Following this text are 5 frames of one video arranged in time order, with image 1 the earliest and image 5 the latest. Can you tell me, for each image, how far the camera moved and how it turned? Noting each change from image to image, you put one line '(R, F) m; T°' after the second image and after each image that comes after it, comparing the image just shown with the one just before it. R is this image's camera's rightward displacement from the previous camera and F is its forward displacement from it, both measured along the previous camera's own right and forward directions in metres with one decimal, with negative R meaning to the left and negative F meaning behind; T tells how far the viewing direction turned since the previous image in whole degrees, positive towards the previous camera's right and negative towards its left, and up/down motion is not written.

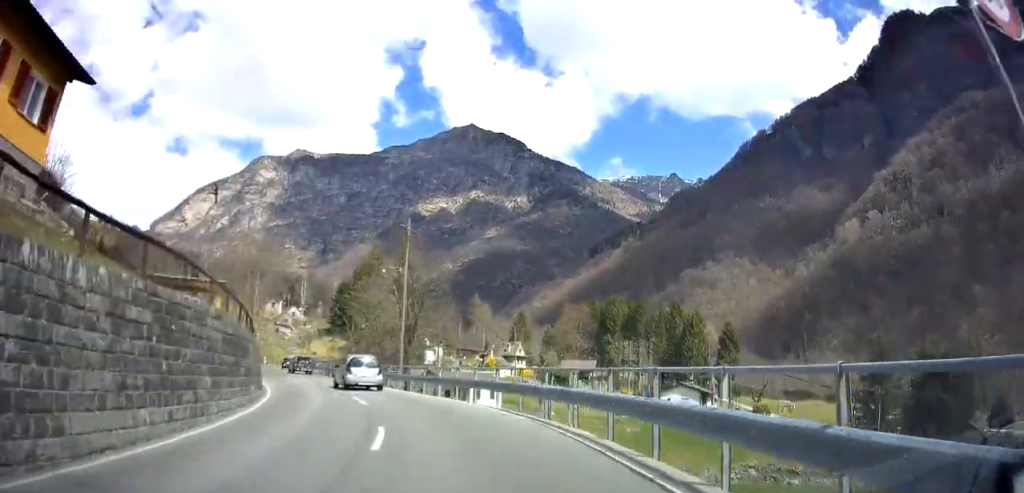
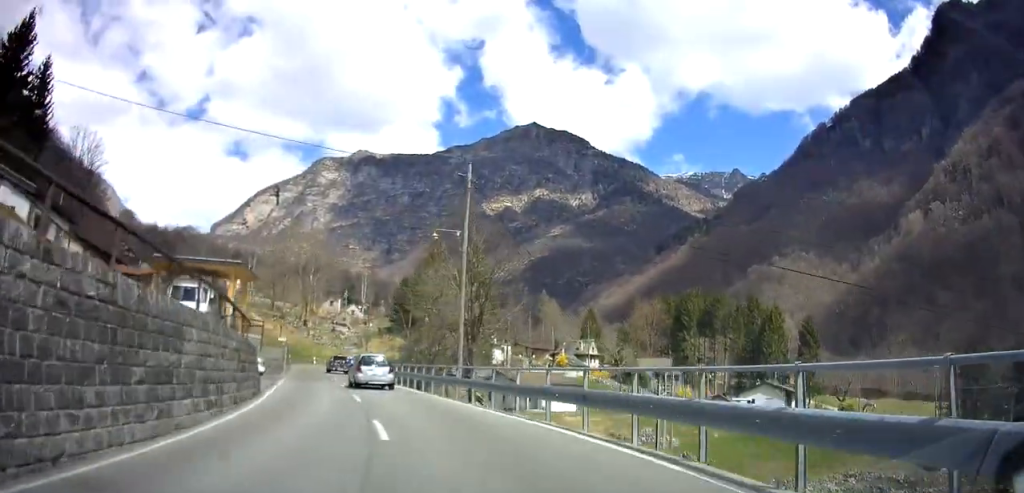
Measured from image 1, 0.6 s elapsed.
(0.0, +8.7) m; -4°
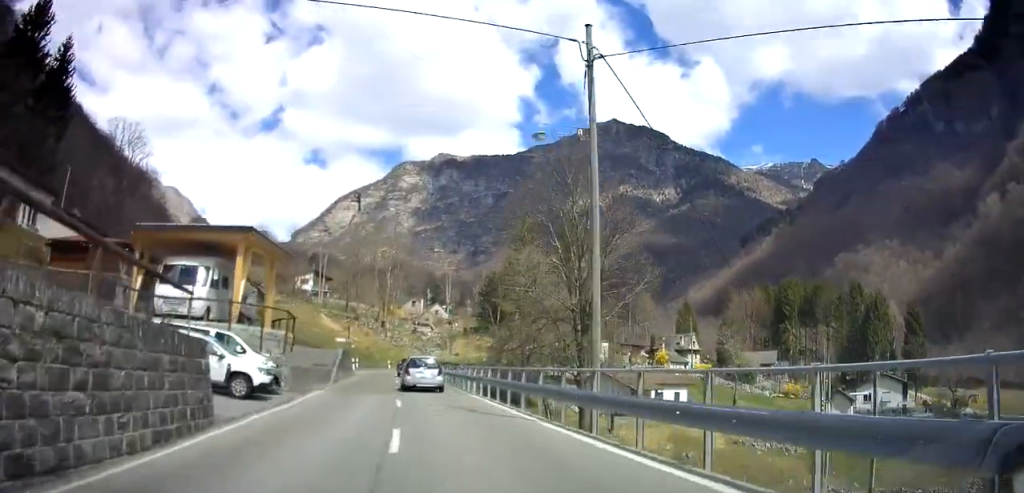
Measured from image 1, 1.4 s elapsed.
(-0.7, +9.6) m; -6°
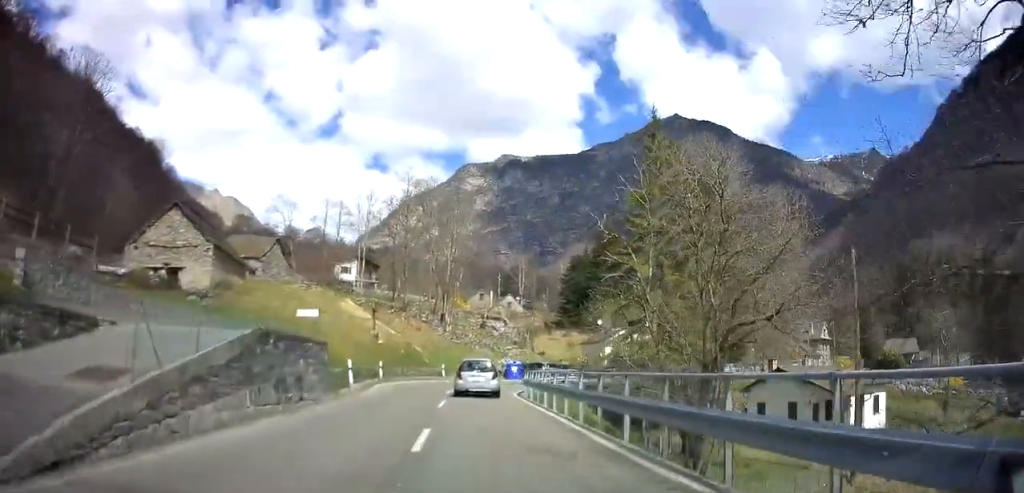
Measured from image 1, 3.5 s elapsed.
(-2.7, +26.7) m; -8°
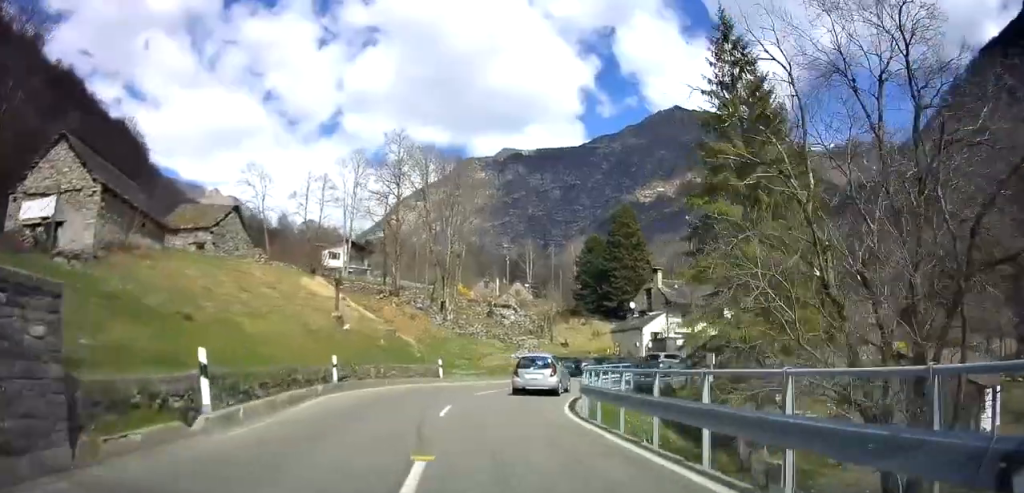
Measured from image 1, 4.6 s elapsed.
(-0.2, +13.7) m; -1°
